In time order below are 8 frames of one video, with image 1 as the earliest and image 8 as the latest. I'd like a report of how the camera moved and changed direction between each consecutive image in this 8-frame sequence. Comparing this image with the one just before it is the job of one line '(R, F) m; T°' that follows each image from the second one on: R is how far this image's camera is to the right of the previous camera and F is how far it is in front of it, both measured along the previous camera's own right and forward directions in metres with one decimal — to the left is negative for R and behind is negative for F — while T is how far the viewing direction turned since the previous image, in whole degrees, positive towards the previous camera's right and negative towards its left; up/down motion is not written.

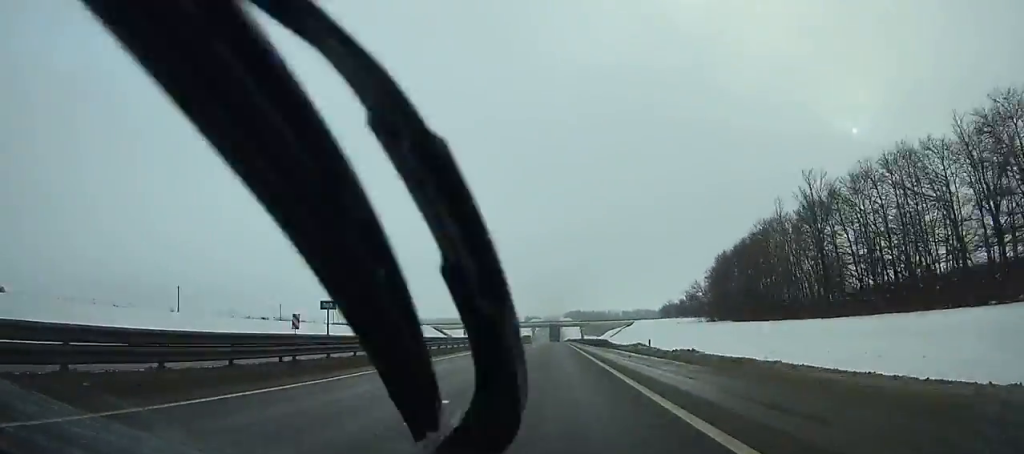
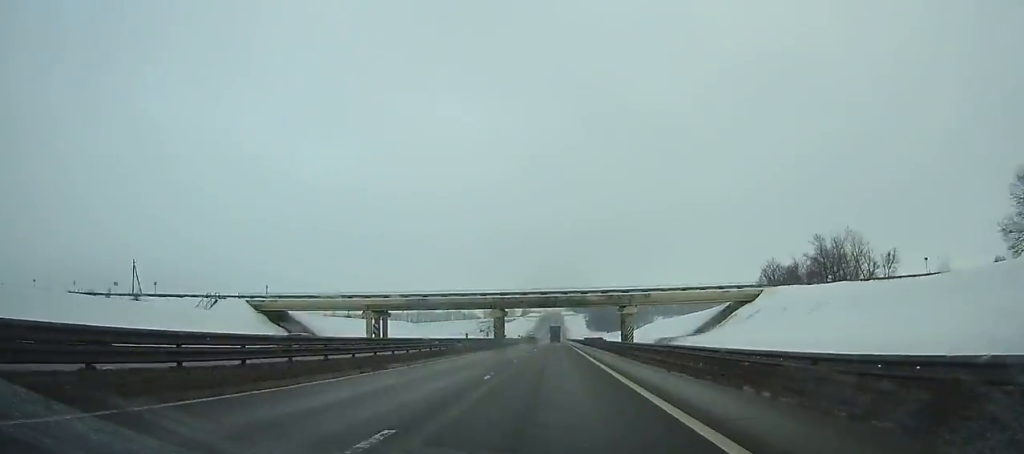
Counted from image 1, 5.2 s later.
(+0.1, +137.1) m; 0°
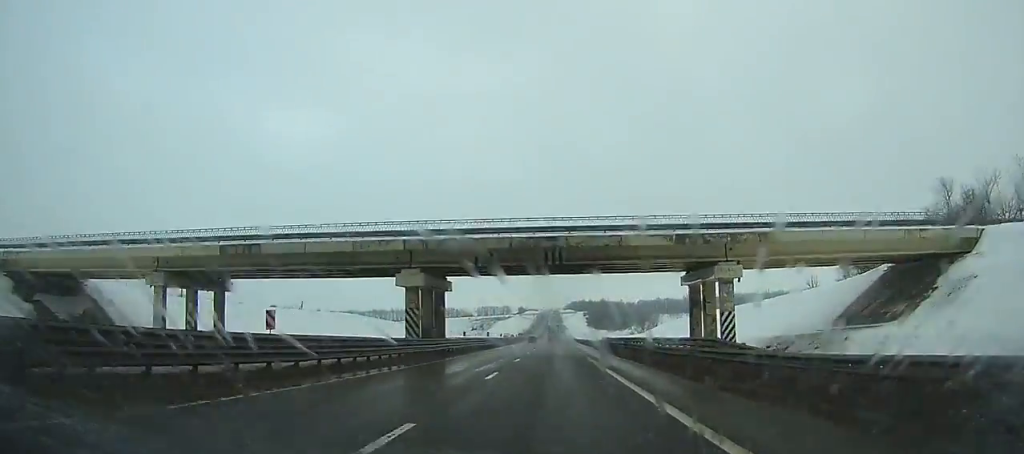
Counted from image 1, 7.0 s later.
(0.0, +47.7) m; 0°
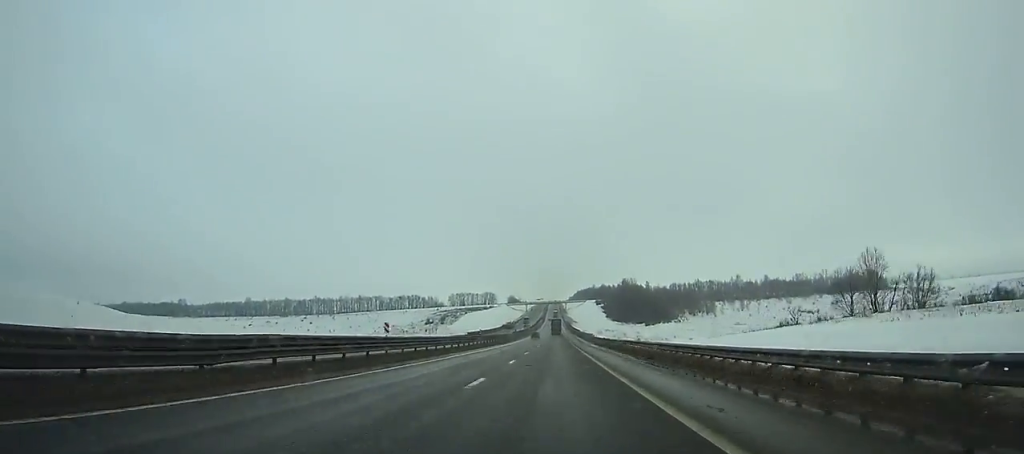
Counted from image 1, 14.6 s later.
(-0.7, +207.5) m; 0°
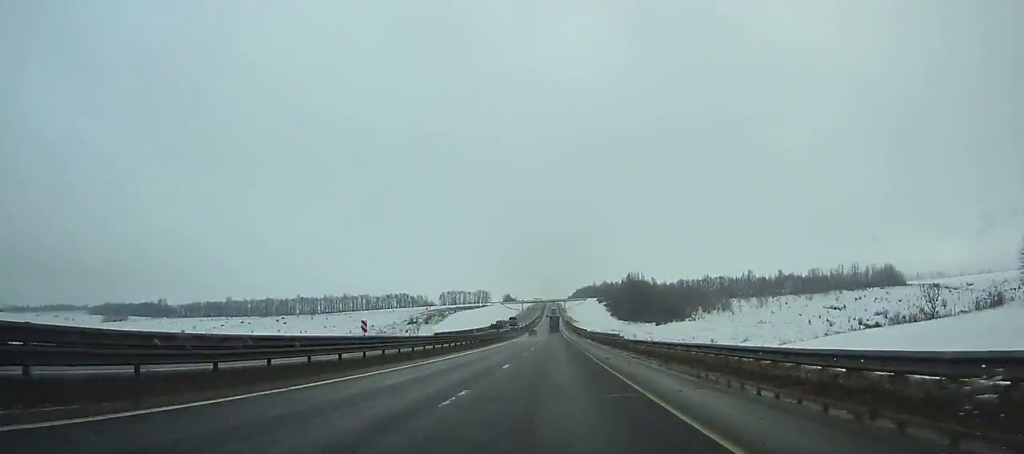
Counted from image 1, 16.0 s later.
(+0.1, +39.4) m; 0°
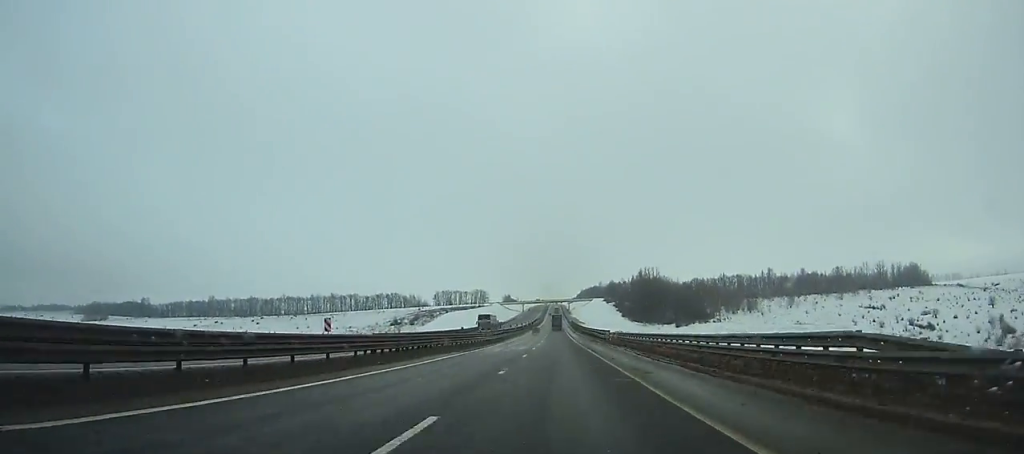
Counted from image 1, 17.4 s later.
(0.0, +39.7) m; 0°
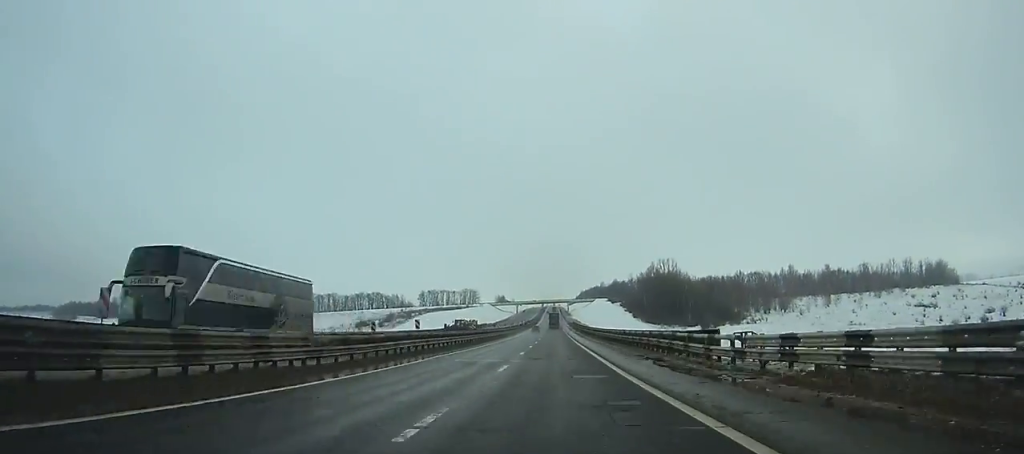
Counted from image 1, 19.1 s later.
(-0.1, +48.4) m; 0°
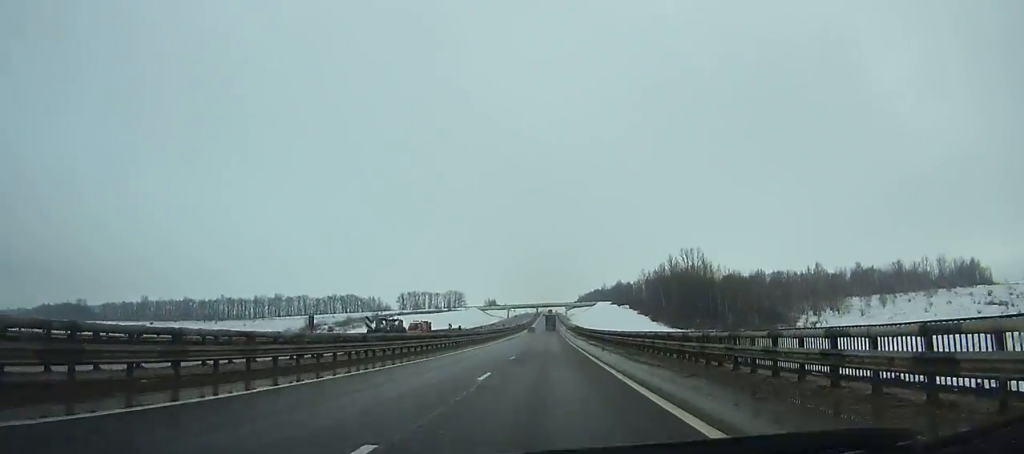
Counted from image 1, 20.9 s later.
(+0.1, +51.7) m; 0°
